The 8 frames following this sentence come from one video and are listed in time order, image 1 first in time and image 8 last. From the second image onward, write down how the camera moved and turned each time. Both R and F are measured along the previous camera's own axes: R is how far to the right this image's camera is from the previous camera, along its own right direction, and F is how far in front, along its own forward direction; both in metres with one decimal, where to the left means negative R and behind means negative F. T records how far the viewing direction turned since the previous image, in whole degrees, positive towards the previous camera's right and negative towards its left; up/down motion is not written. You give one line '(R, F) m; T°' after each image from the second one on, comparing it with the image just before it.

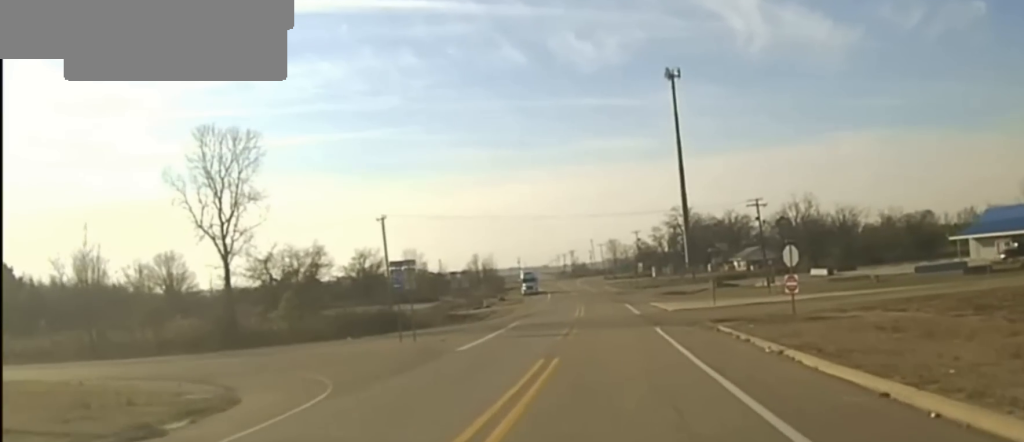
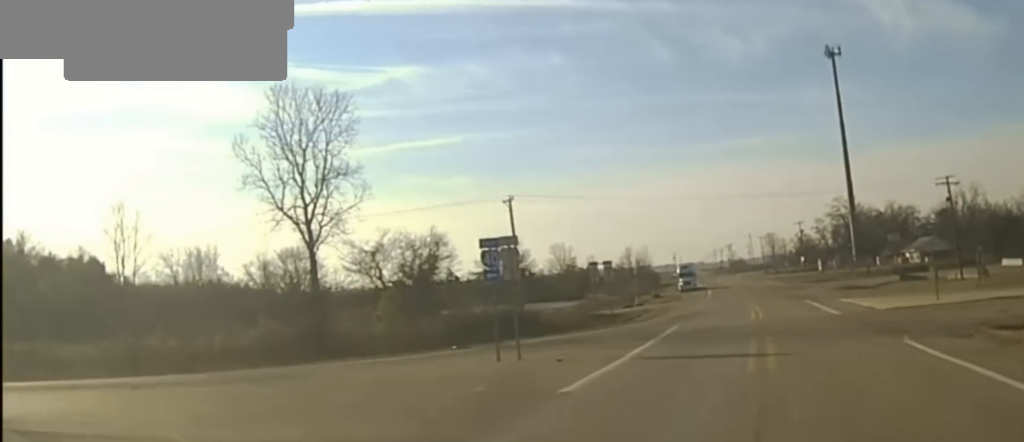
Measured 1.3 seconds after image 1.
(-1.7, +13.6) m; -15°
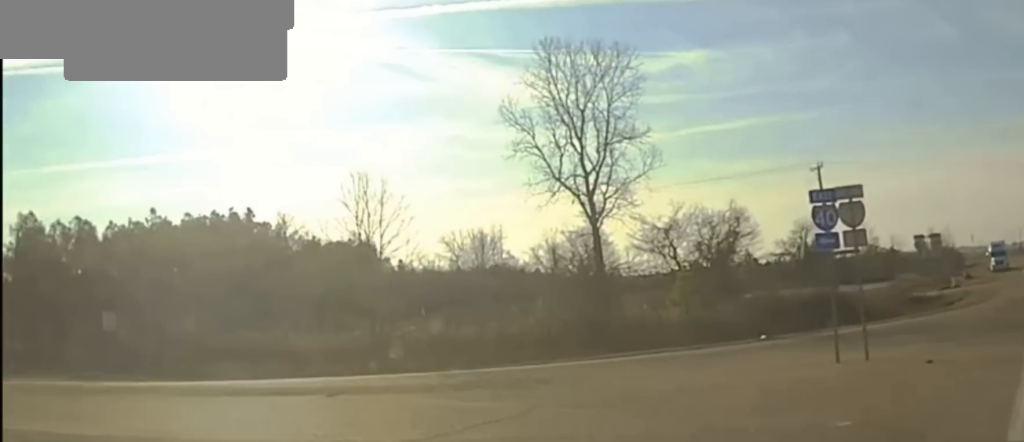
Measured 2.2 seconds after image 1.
(-0.4, +9.1) m; -18°
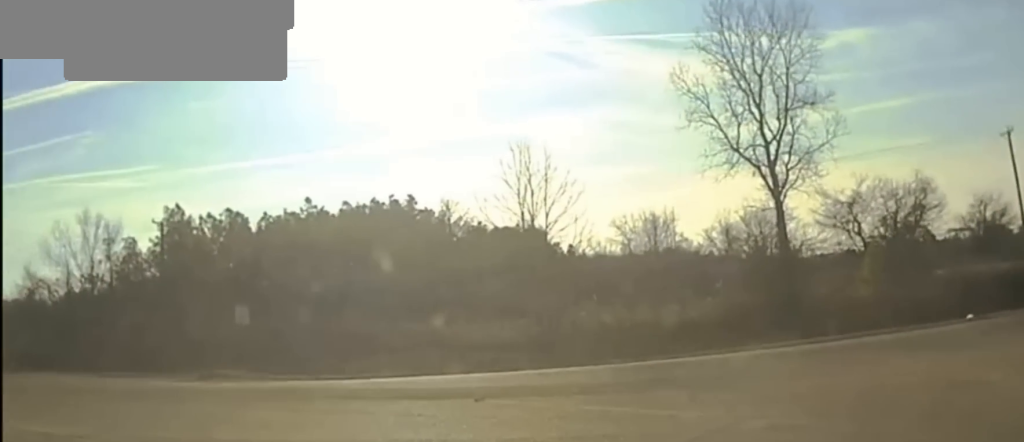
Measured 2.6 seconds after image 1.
(-1.0, +4.5) m; -12°
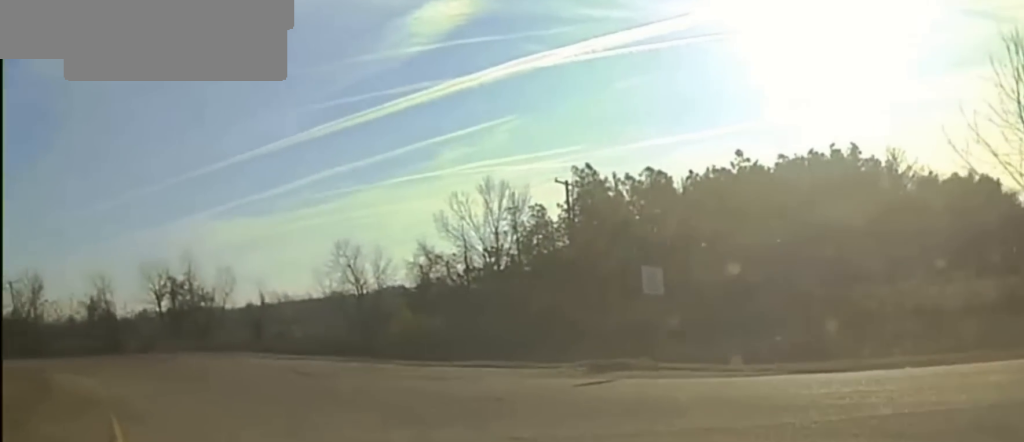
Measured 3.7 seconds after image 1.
(-3.3, +11.6) m; -25°
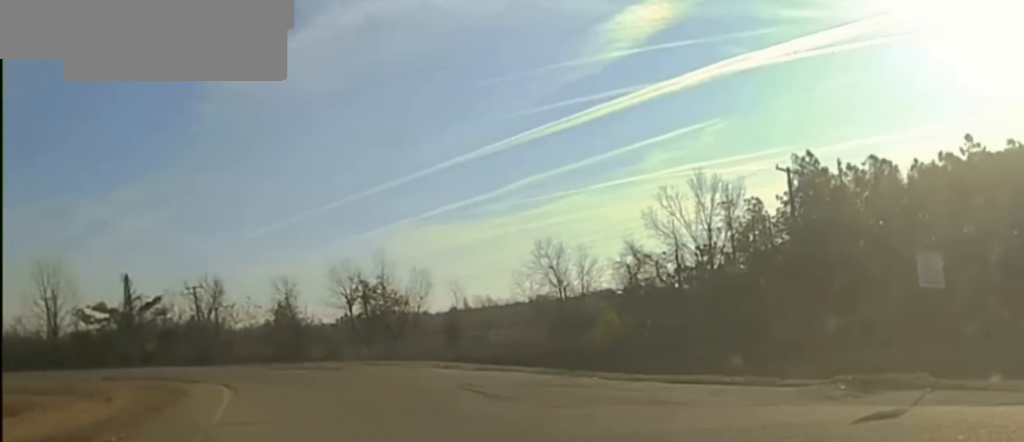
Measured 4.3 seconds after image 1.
(-0.6, +6.7) m; -9°
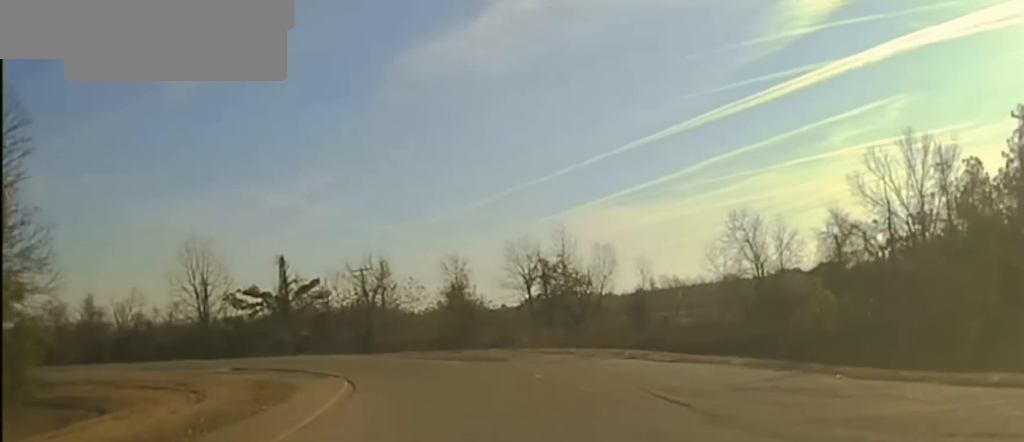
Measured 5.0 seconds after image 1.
(-0.4, +7.9) m; -7°
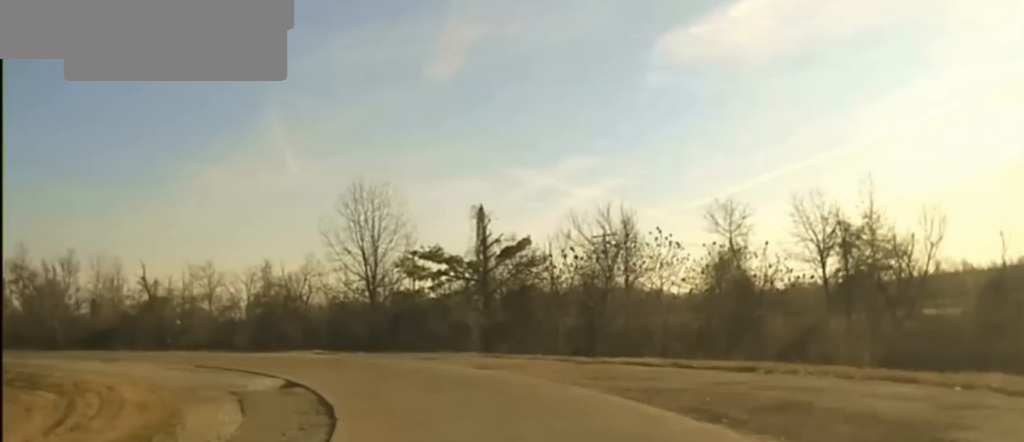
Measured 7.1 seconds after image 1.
(-2.7, +21.2) m; -14°
